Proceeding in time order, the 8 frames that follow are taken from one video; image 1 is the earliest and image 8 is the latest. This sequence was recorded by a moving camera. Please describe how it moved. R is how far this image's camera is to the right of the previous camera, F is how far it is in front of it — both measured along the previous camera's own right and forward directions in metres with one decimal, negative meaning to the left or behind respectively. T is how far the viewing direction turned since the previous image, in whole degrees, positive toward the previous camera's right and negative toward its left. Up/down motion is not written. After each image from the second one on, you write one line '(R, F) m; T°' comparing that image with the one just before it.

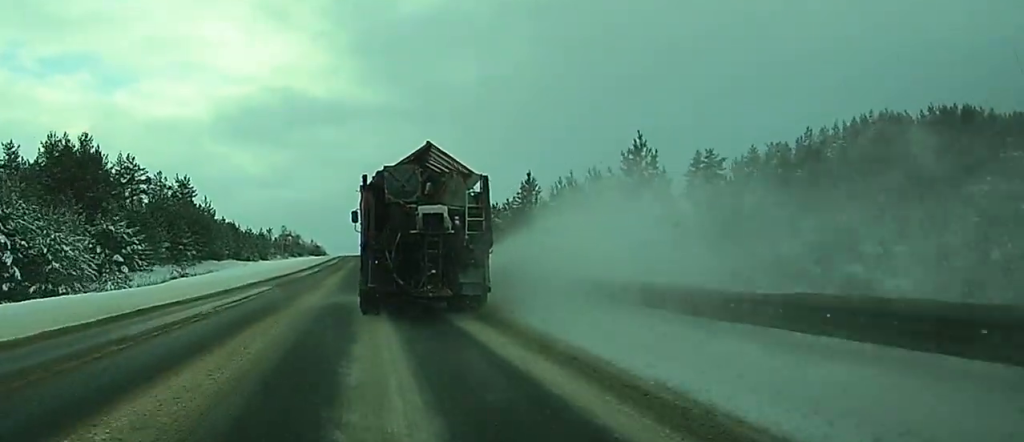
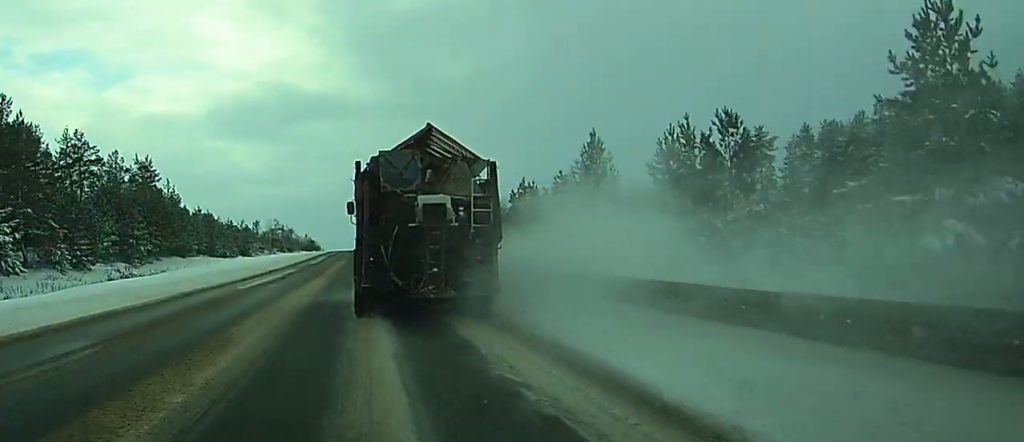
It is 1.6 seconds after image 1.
(-0.1, +24.7) m; 0°
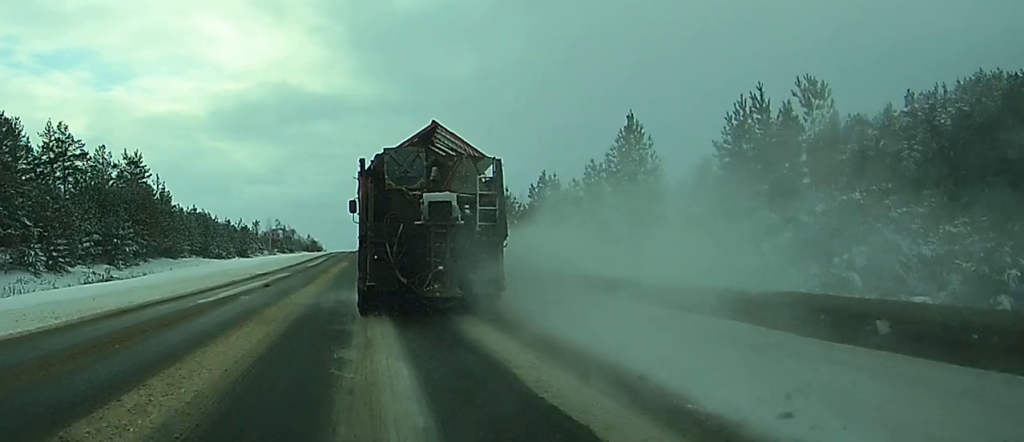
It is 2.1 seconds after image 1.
(0.0, +8.0) m; 0°
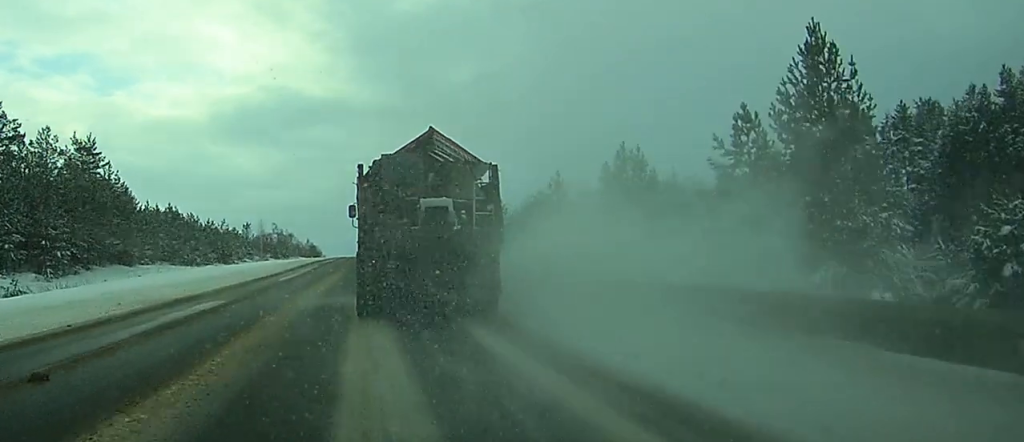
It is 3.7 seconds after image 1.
(+0.1, +22.5) m; 0°
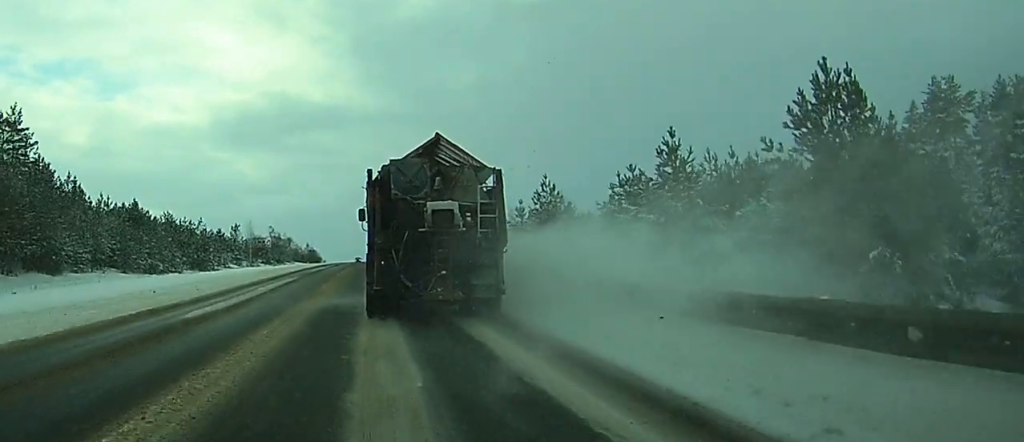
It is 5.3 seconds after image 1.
(-0.1, +23.2) m; 0°
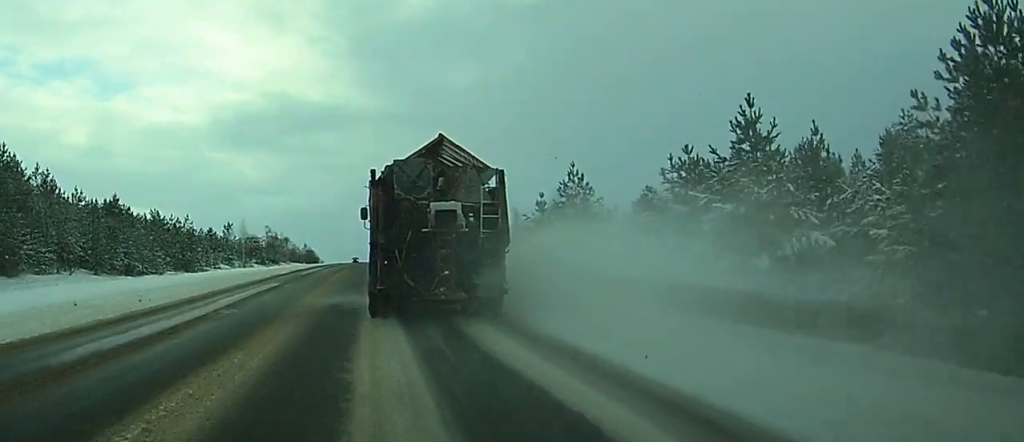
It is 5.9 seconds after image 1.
(0.0, +8.4) m; 0°
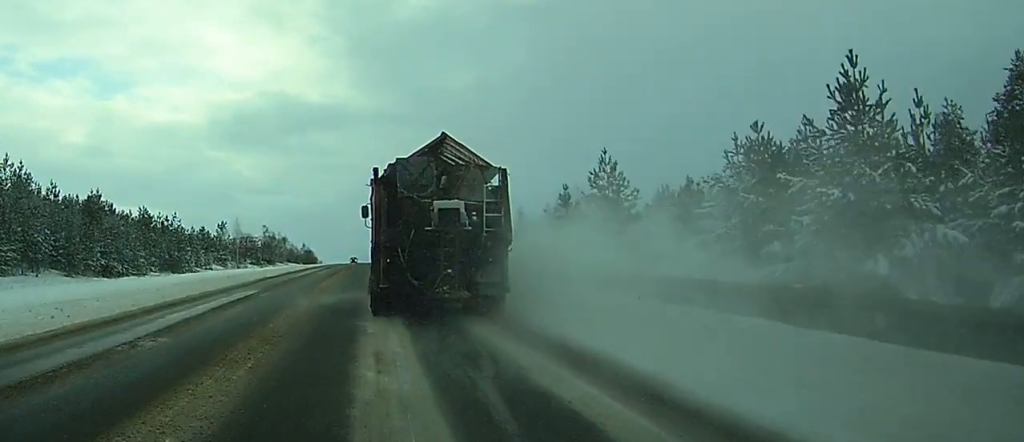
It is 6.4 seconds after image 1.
(0.0, +7.0) m; 0°
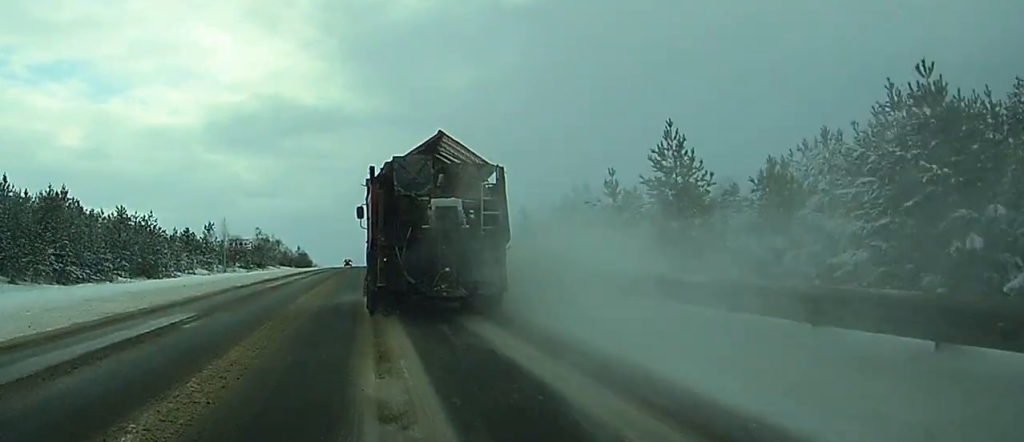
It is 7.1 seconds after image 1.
(0.0, +10.3) m; 0°
